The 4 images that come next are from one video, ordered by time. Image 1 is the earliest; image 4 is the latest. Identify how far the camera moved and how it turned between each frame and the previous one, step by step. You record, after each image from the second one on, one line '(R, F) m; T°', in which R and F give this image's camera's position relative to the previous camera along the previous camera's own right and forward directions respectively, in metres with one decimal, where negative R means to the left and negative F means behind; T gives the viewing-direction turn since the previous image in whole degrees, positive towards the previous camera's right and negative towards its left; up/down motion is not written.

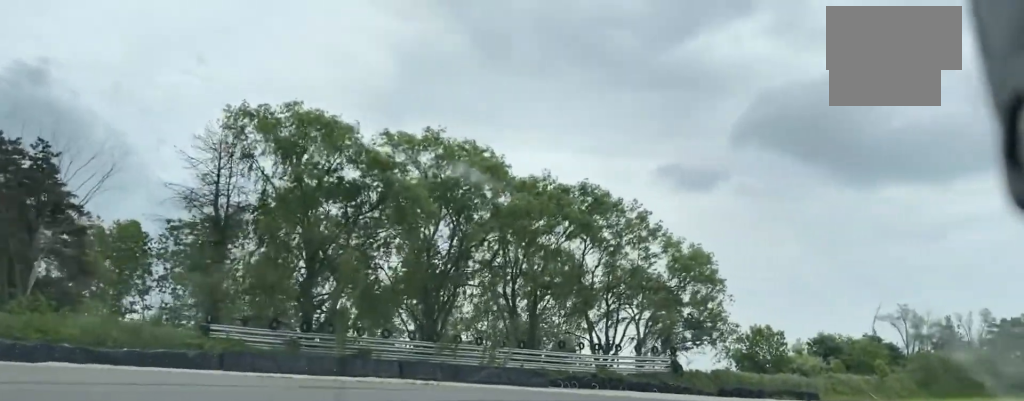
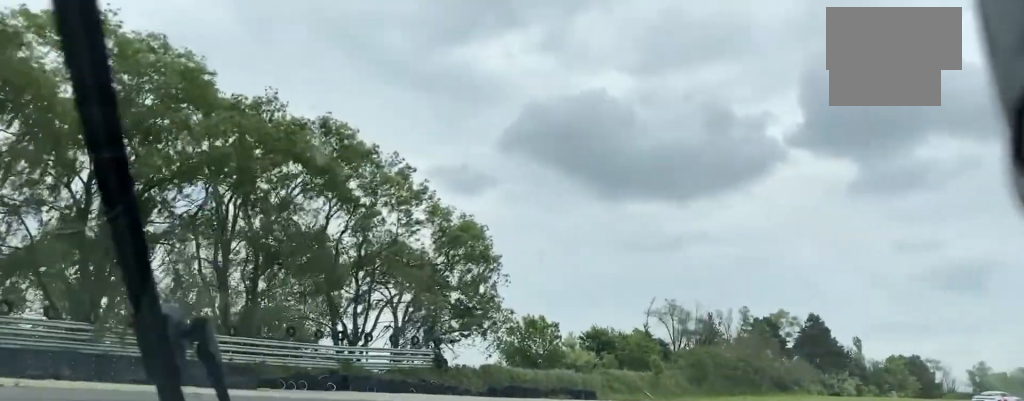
(+1.9, +13.4) m; +14°
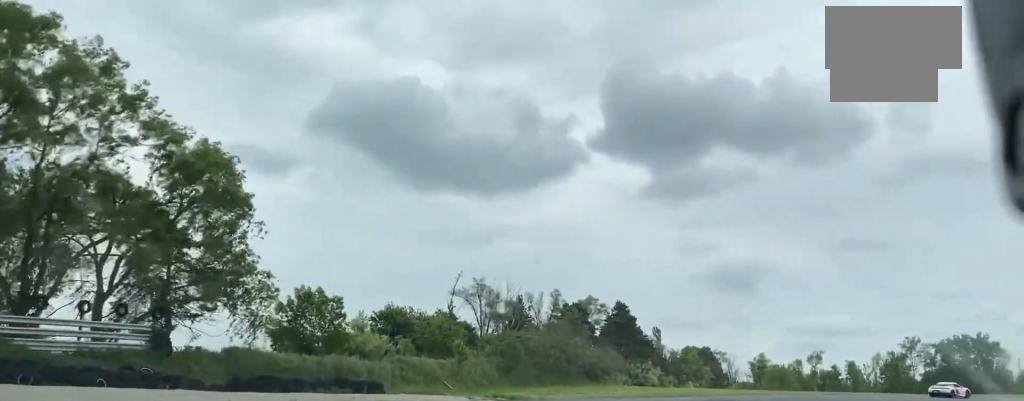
(+0.8, +12.5) m; +11°
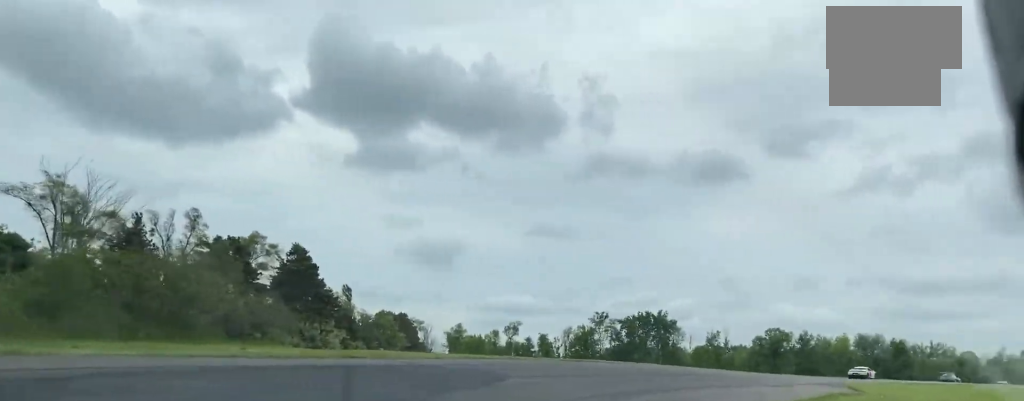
(+3.8, +24.8) m; +17°
